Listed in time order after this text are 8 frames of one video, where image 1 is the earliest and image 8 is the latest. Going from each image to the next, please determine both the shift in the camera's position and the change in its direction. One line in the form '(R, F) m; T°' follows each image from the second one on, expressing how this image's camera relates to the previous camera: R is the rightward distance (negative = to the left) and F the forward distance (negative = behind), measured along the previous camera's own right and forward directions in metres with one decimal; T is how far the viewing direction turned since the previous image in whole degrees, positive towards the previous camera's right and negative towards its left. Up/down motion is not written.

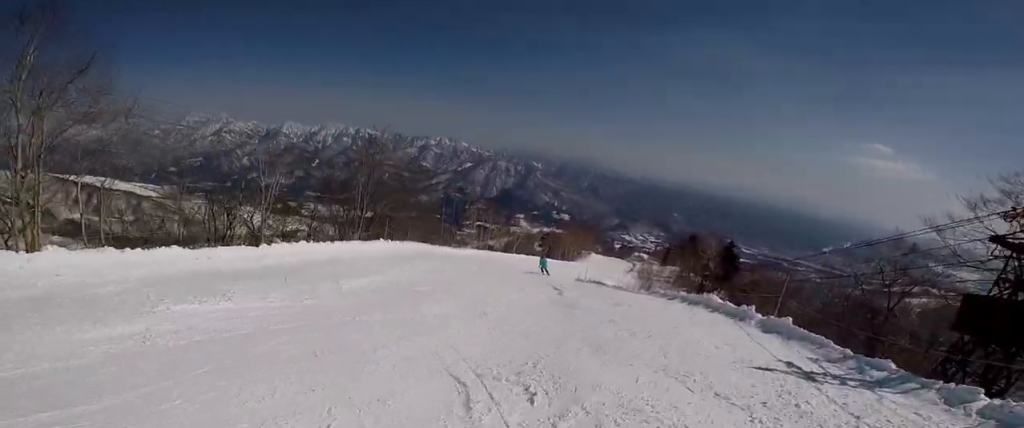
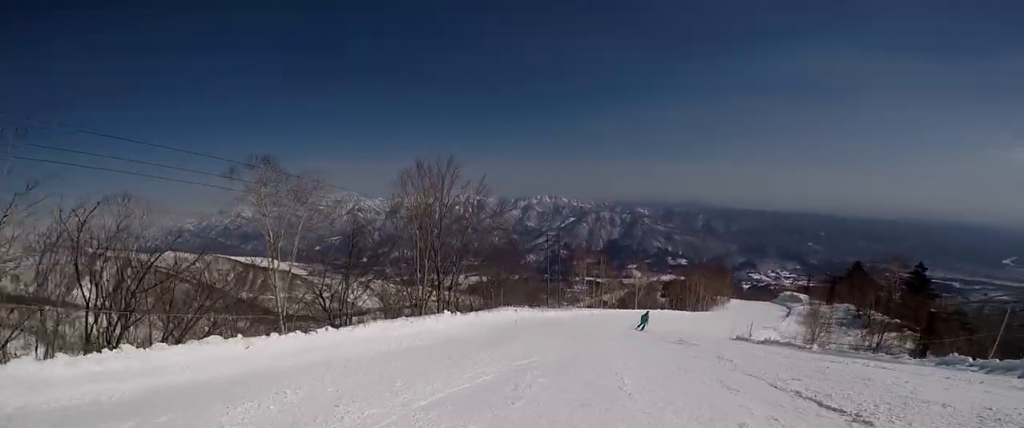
(-3.3, +8.7) m; -20°
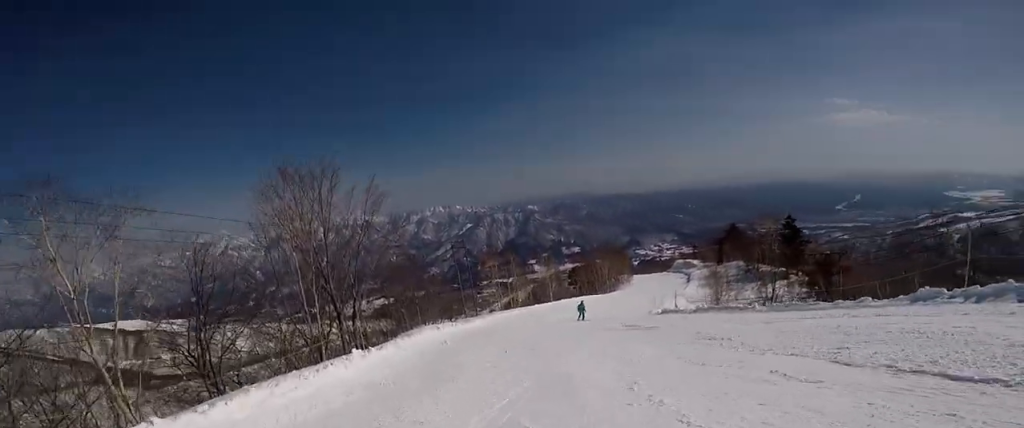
(-0.4, +3.0) m; +9°
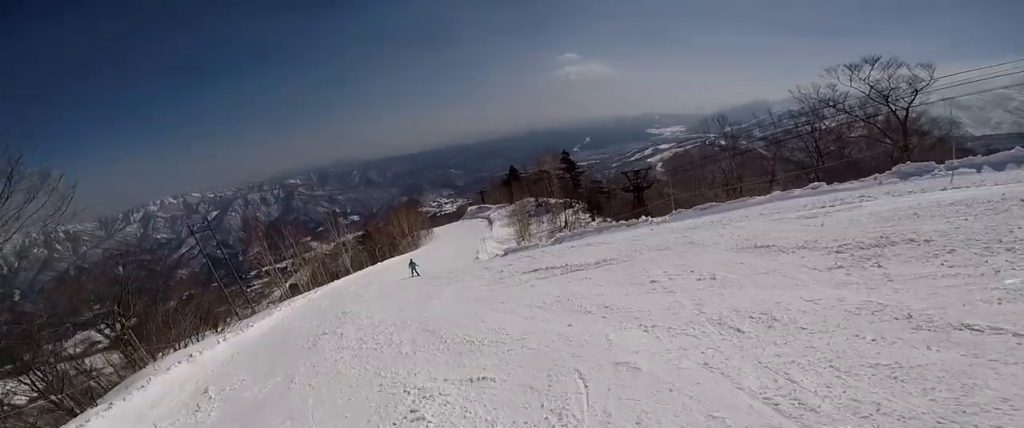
(+2.5, +6.5) m; +31°
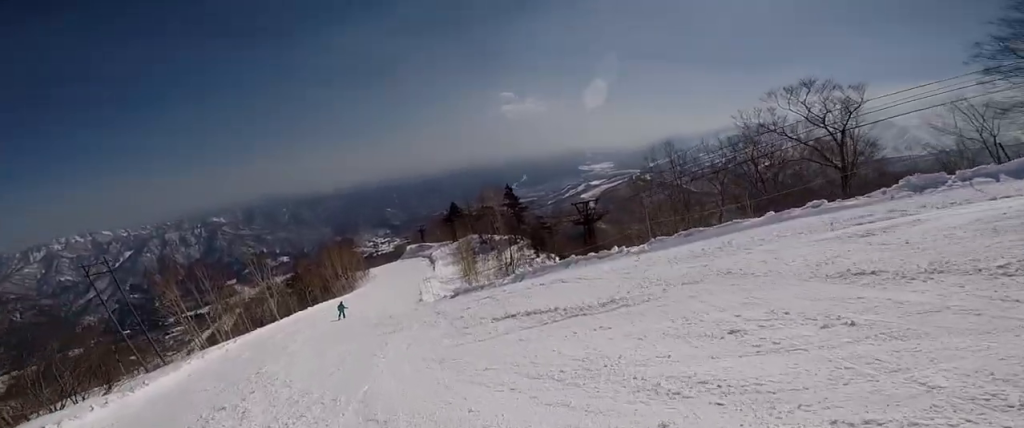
(+0.8, +2.5) m; -3°
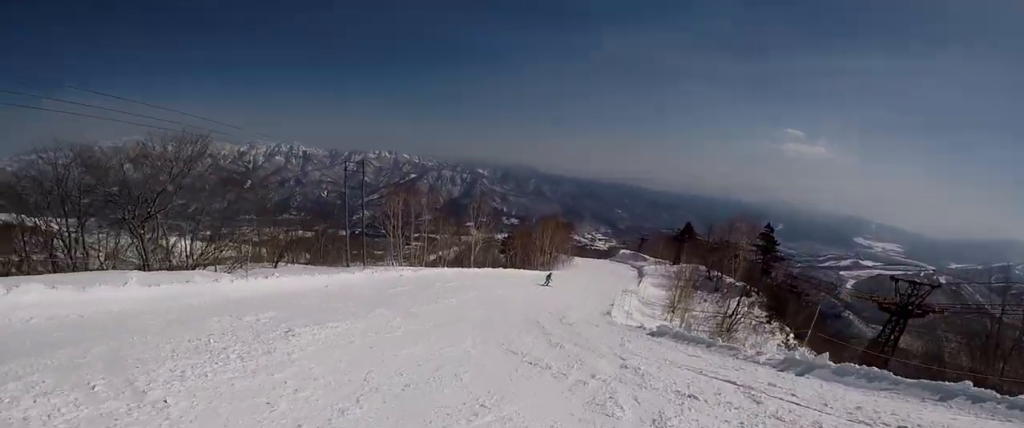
(-1.2, +6.8) m; -15°
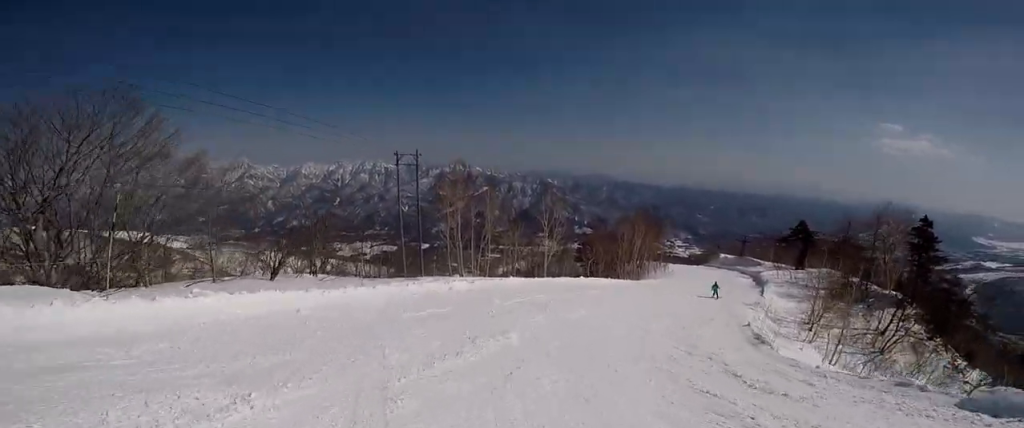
(-0.4, +8.9) m; +4°
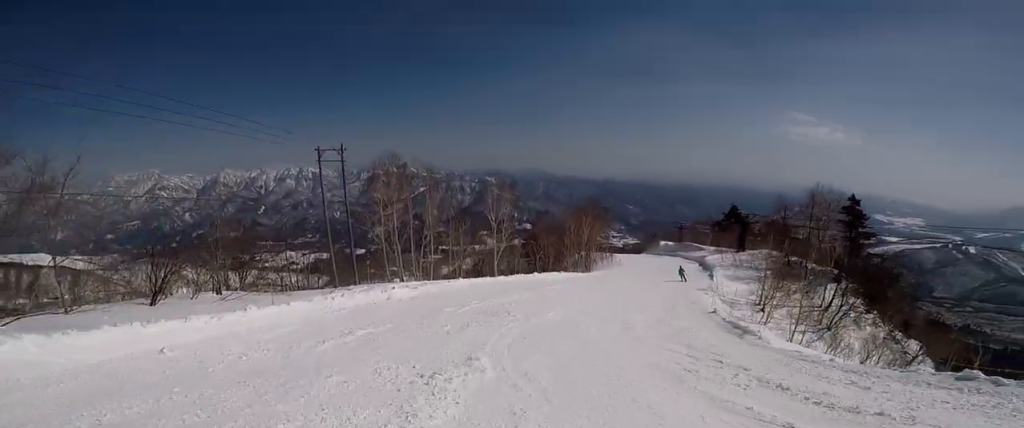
(+0.2, +3.0) m; +7°
